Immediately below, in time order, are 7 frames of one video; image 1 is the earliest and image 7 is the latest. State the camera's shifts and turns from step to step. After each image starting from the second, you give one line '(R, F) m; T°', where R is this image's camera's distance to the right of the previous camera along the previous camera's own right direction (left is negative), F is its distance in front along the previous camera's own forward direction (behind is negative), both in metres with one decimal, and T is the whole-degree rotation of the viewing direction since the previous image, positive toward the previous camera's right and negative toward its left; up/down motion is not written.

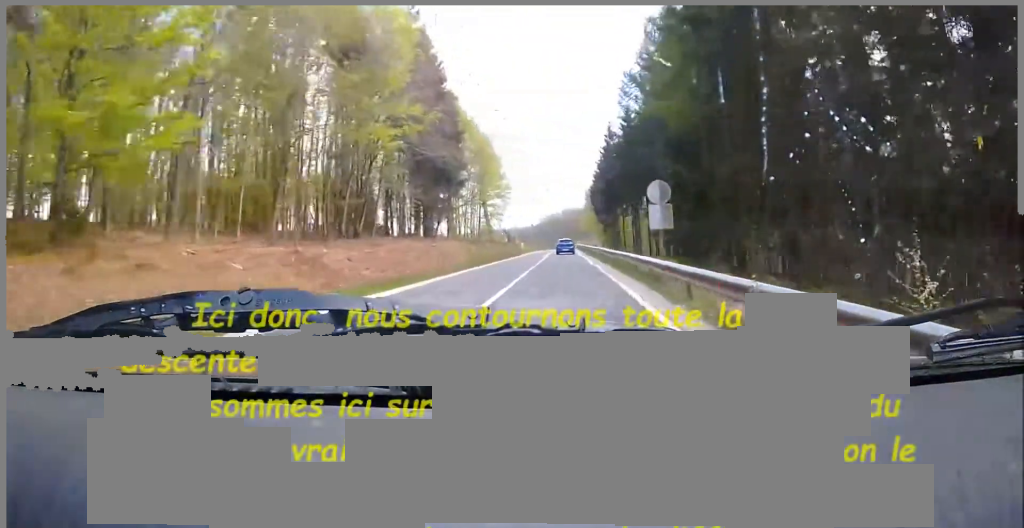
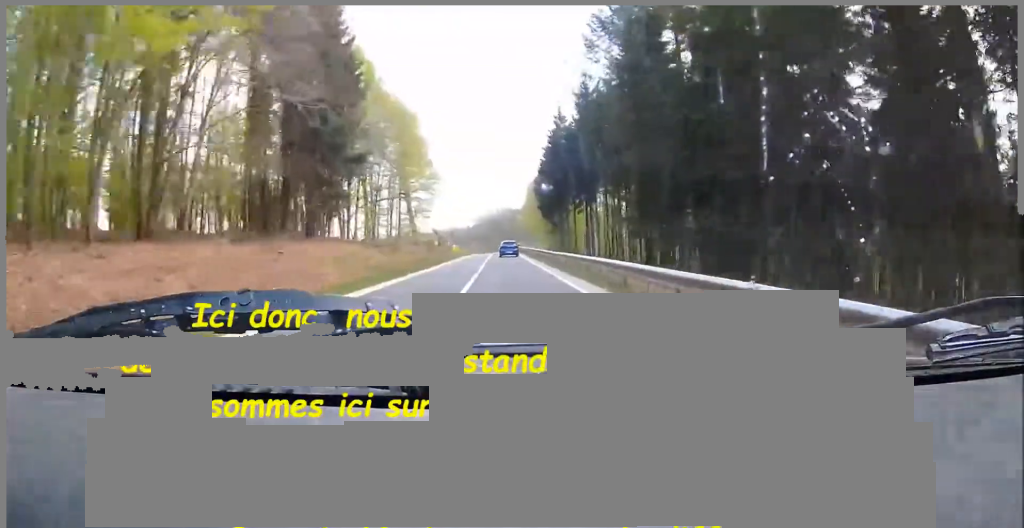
(-0.4, +15.6) m; +1°
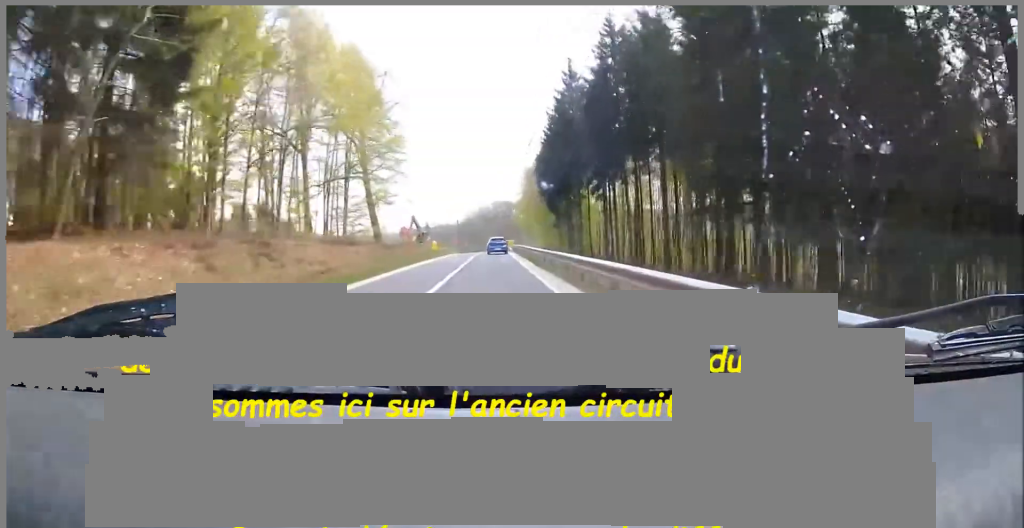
(+0.7, +18.8) m; +6°
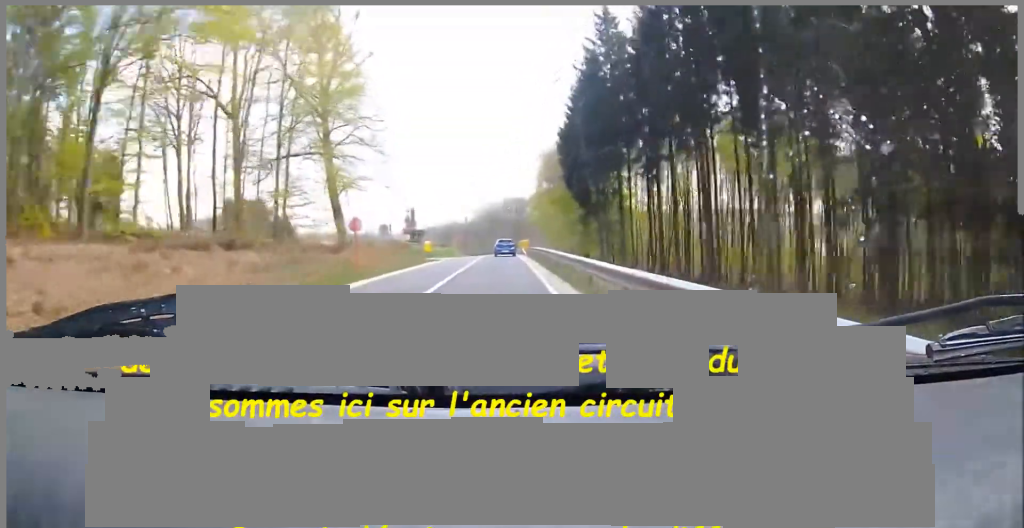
(+0.8, +15.6) m; +4°
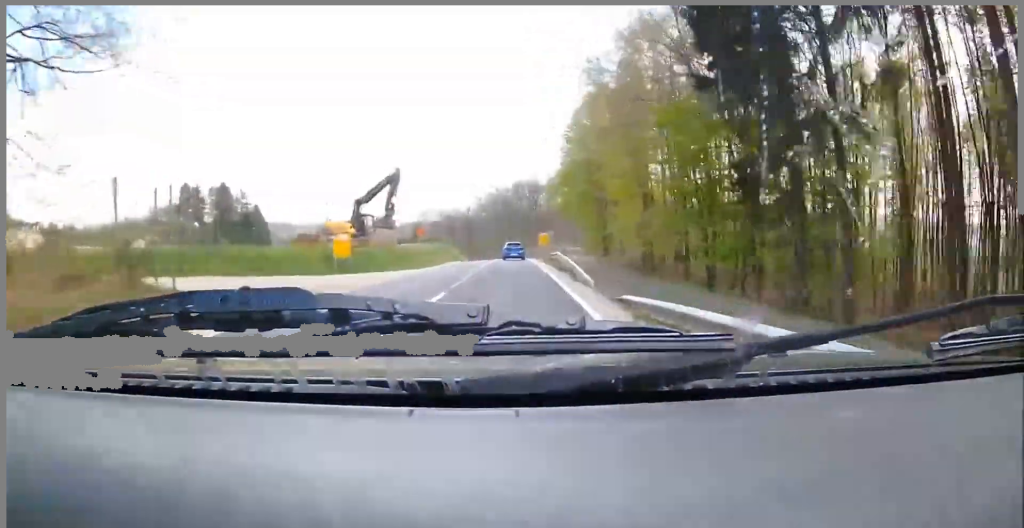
(+2.8, +36.3) m; +9°
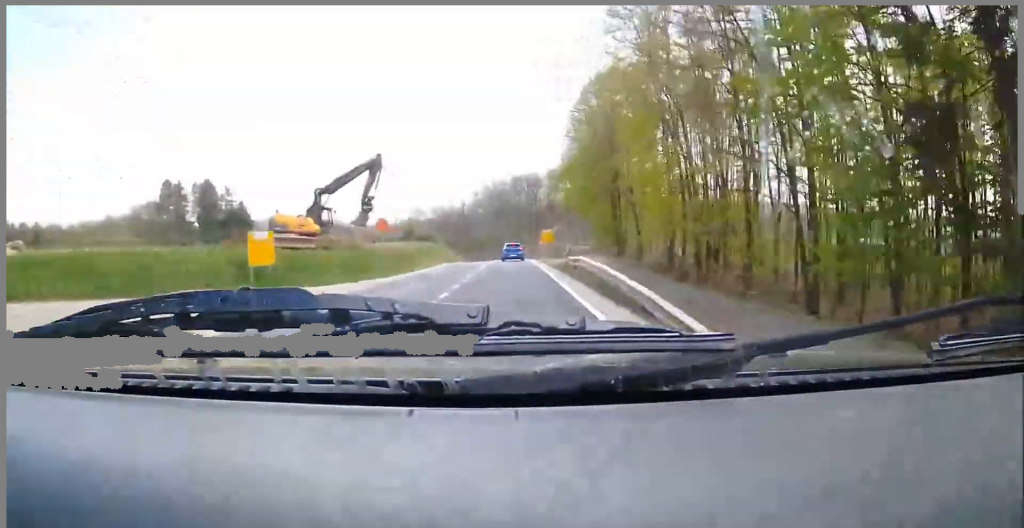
(+0.4, +10.1) m; +2°
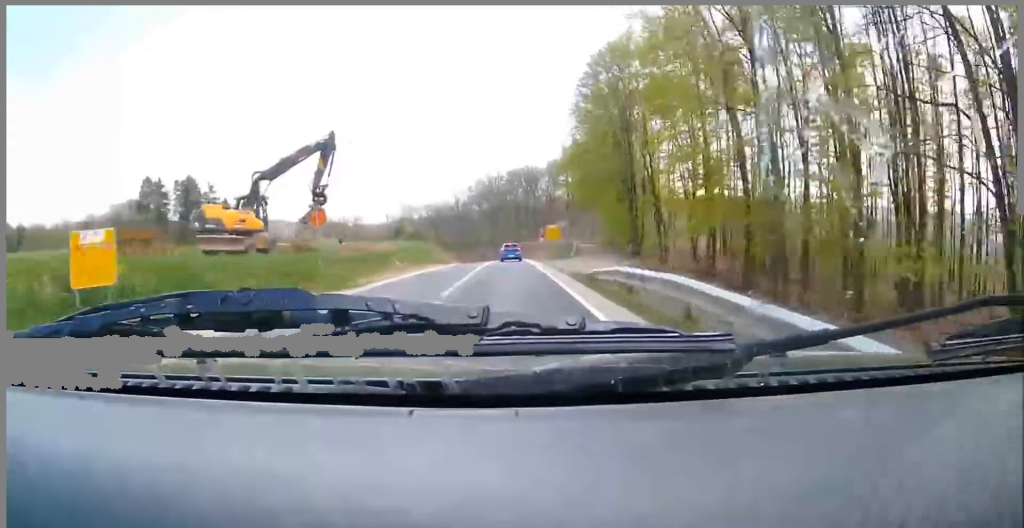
(0.0, +9.5) m; -1°
